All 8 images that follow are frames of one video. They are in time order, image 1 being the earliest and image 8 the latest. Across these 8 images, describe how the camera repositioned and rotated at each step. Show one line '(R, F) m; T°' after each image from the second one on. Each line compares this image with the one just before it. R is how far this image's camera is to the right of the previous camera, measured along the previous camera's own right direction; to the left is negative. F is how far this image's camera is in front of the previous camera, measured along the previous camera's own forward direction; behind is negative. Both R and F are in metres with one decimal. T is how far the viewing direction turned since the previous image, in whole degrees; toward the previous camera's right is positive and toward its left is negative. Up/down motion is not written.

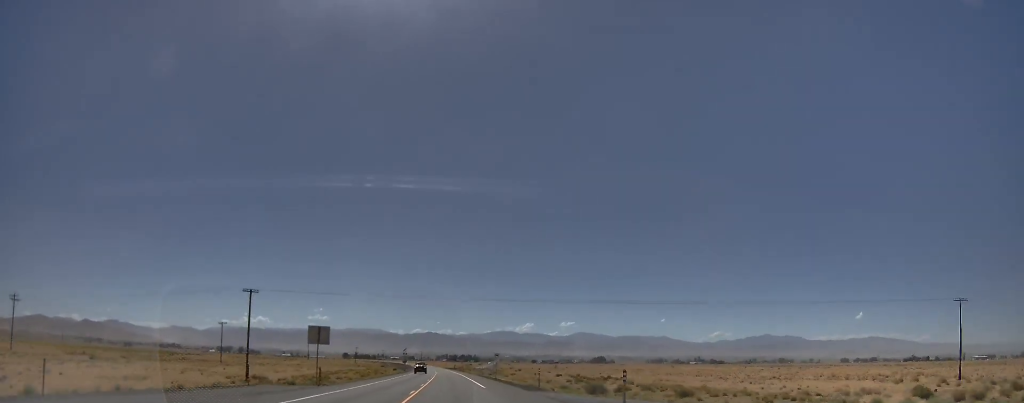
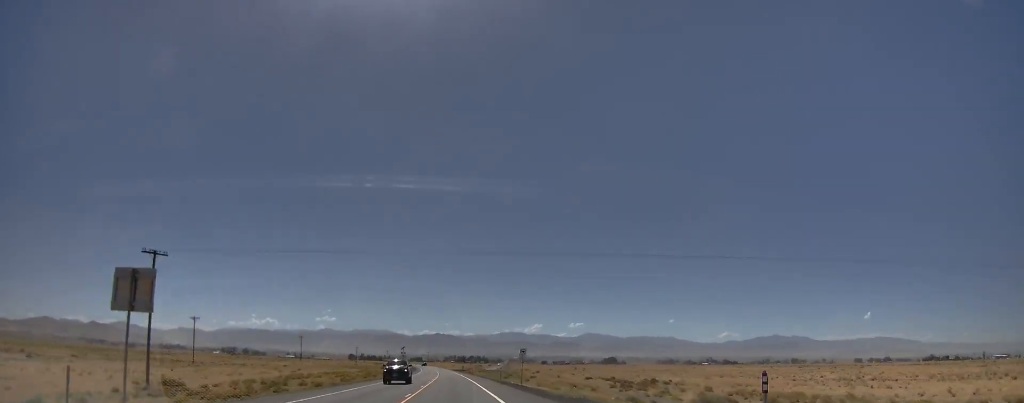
(-0.7, +24.8) m; +1°
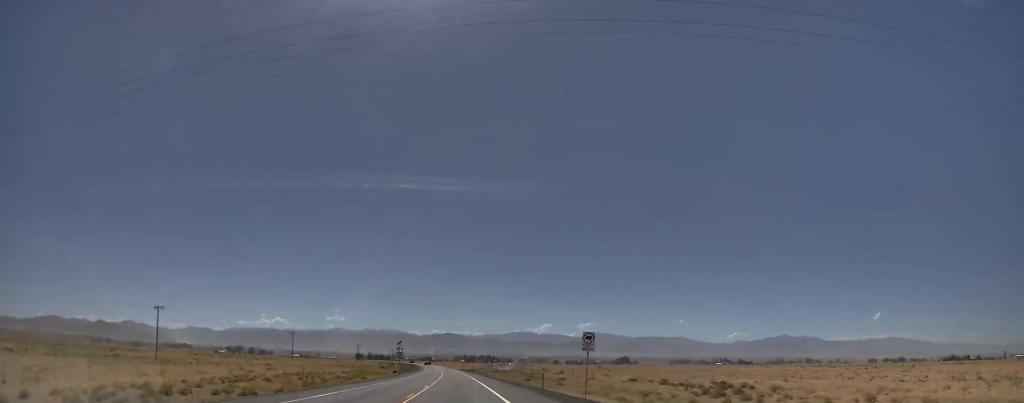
(+0.8, +26.7) m; +1°
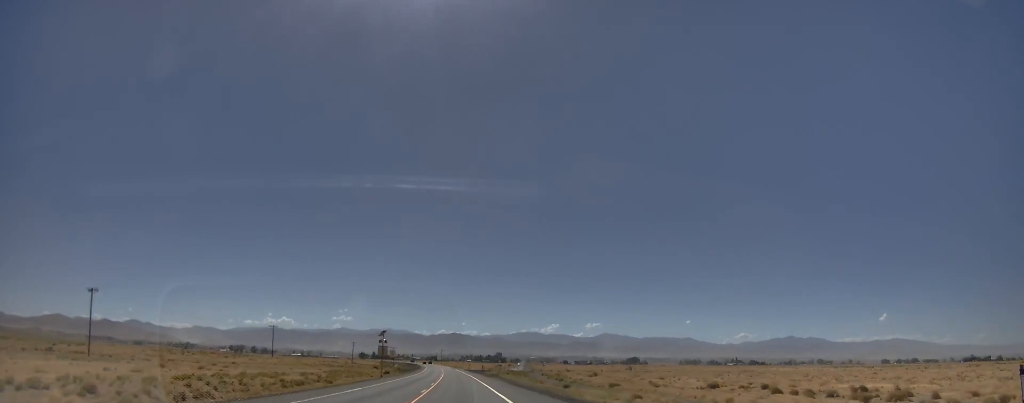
(+0.2, +31.1) m; +1°
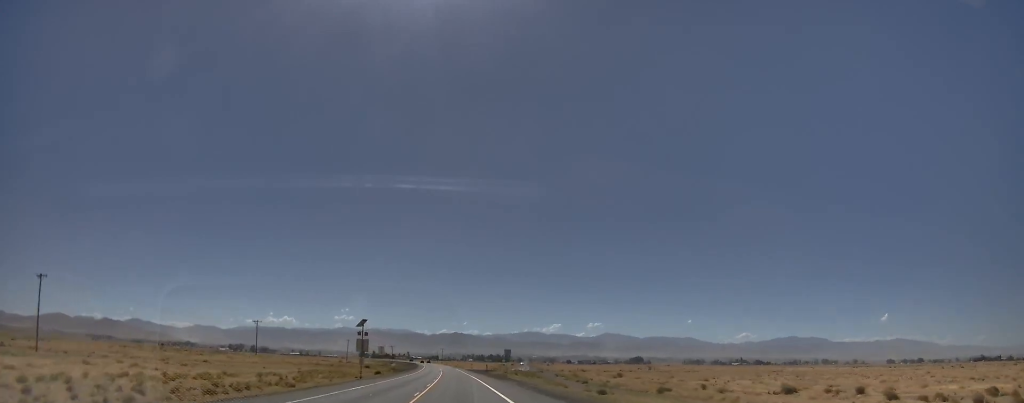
(-0.2, +17.2) m; 0°
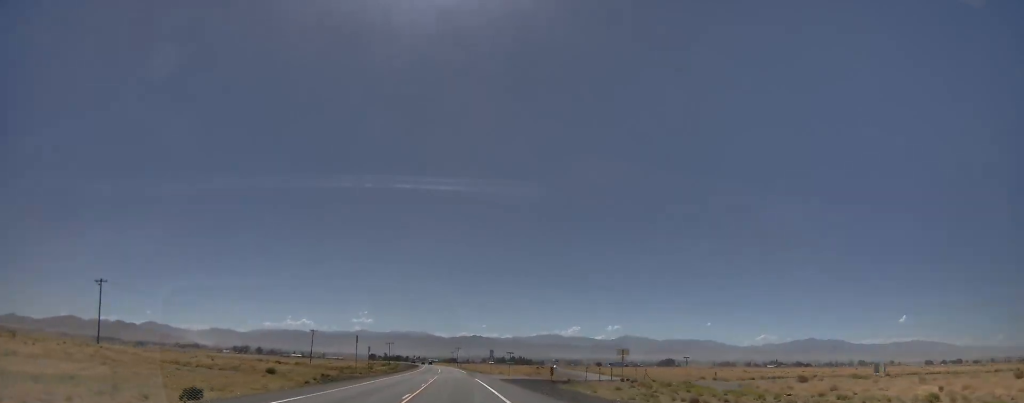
(+2.2, +88.5) m; +2°
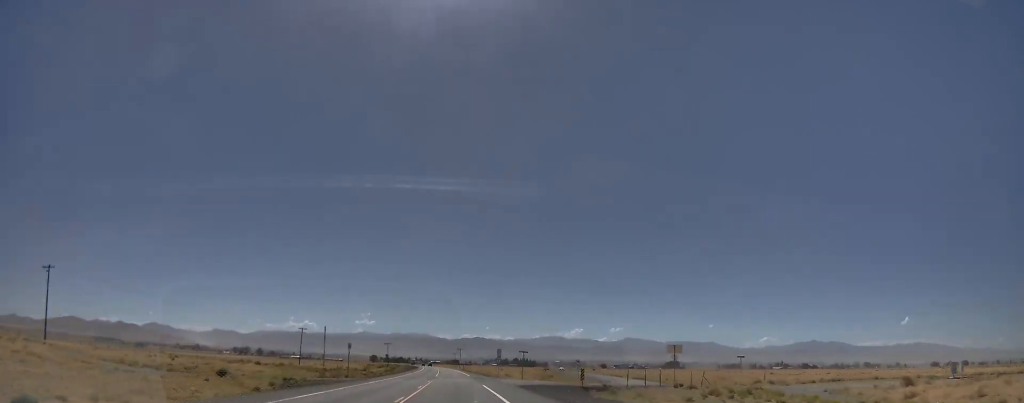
(+0.1, +14.7) m; 0°
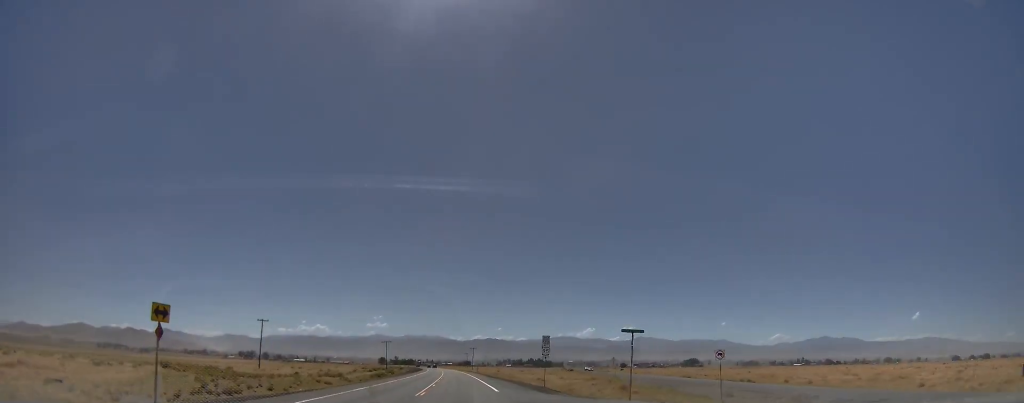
(0.0, +40.6) m; +1°
